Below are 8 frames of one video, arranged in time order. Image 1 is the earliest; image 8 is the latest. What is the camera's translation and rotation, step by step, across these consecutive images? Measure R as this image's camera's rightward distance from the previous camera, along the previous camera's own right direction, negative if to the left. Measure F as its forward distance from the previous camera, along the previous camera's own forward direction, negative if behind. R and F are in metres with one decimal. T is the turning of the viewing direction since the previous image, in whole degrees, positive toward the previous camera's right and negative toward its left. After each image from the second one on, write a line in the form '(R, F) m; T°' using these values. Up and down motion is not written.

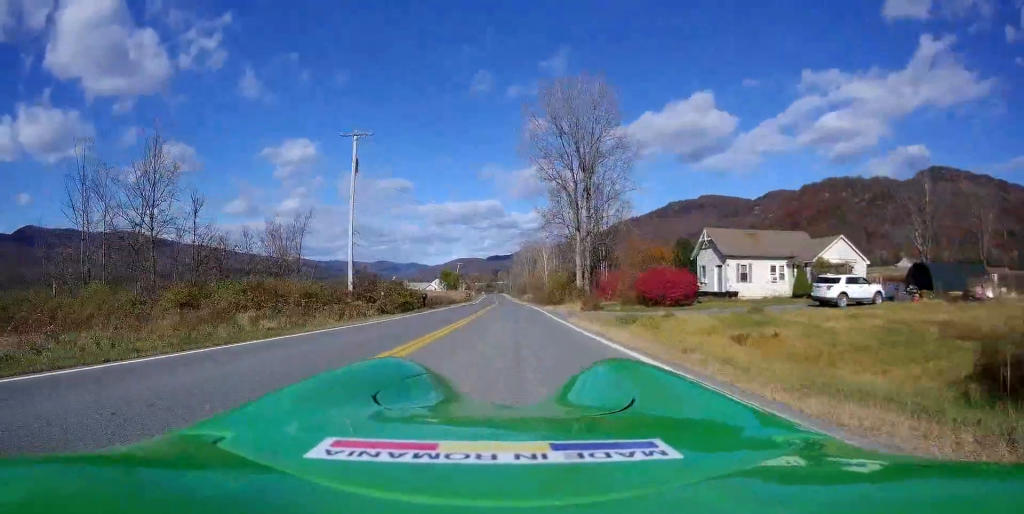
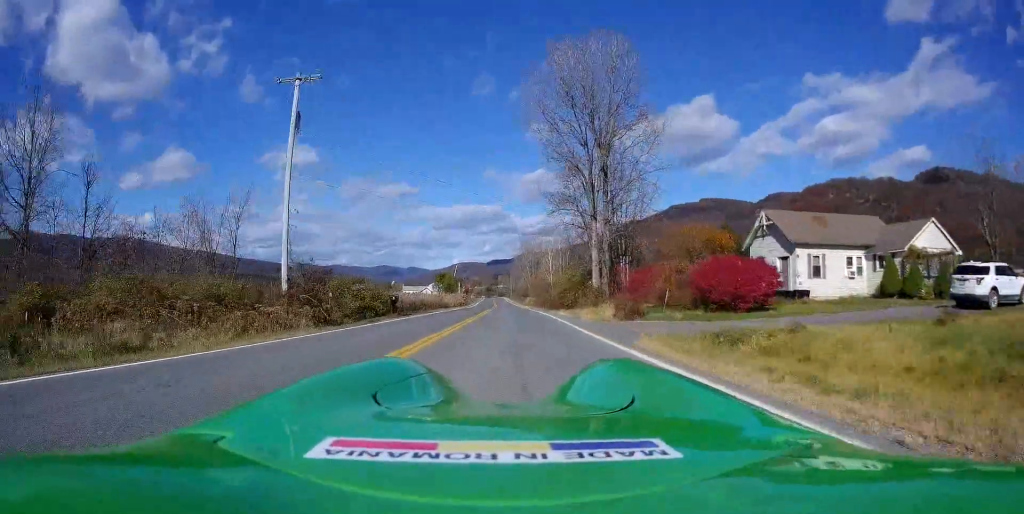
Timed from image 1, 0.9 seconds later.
(+0.2, +12.0) m; +1°
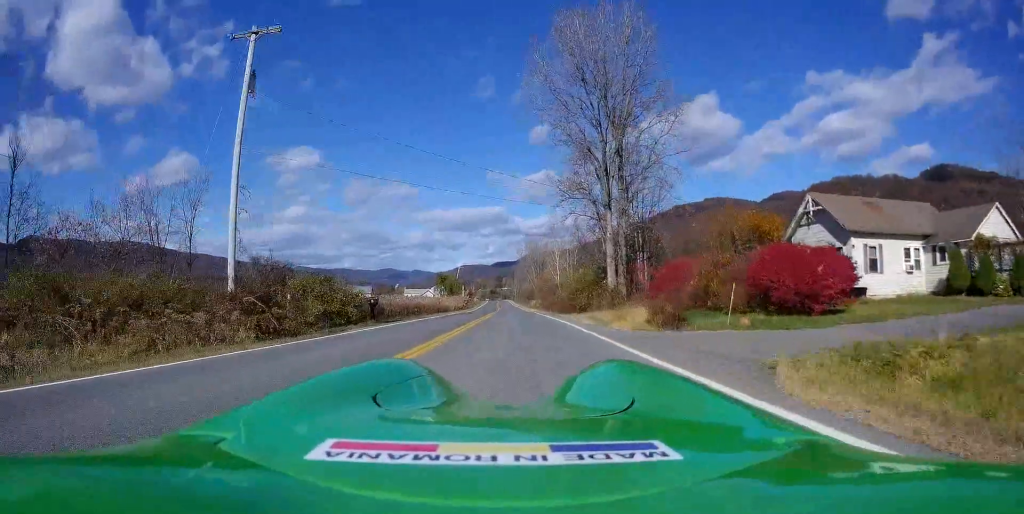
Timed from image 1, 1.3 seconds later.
(+0.2, +5.8) m; 0°
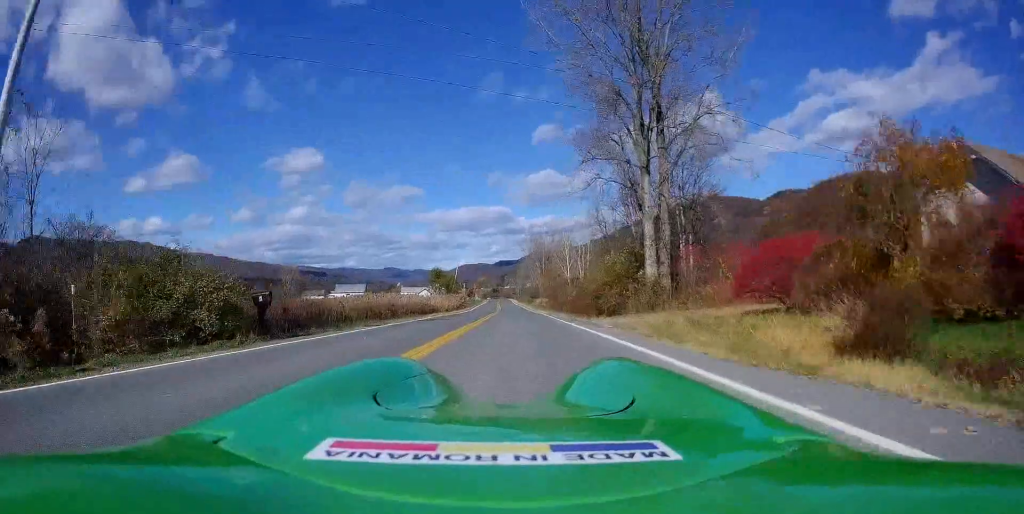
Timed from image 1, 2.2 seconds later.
(-0.3, +12.8) m; 0°
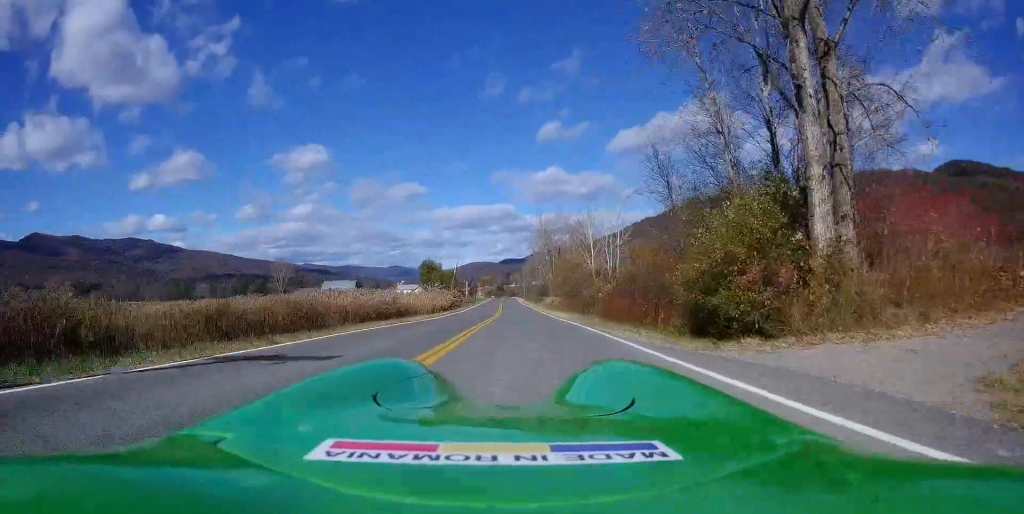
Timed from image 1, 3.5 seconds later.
(+0.2, +18.8) m; 0°
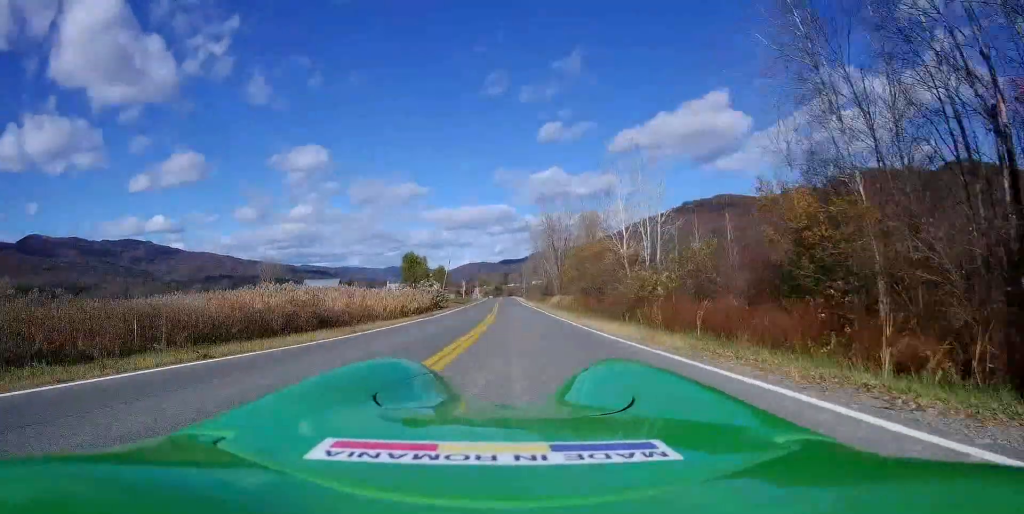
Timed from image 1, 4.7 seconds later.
(-0.4, +16.7) m; -1°
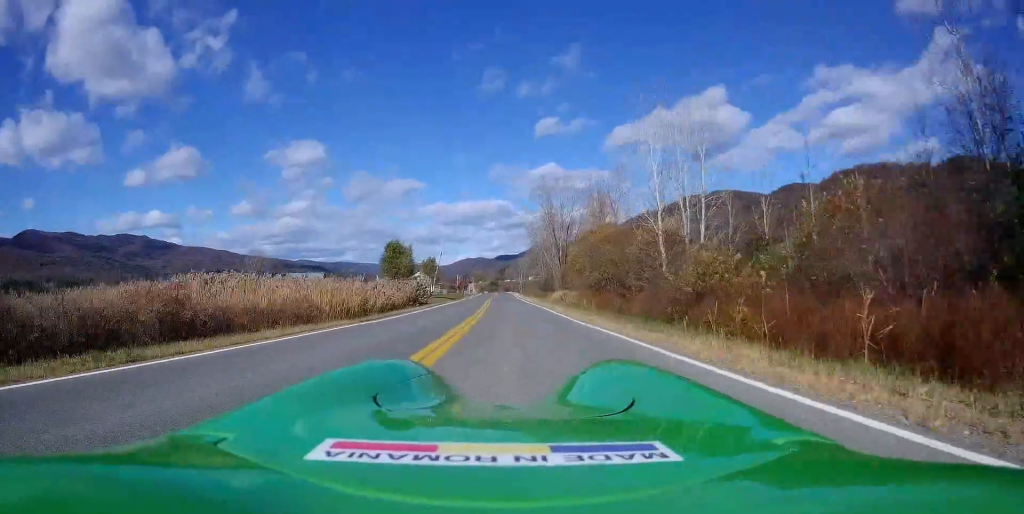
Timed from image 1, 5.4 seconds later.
(0.0, +10.3) m; 0°
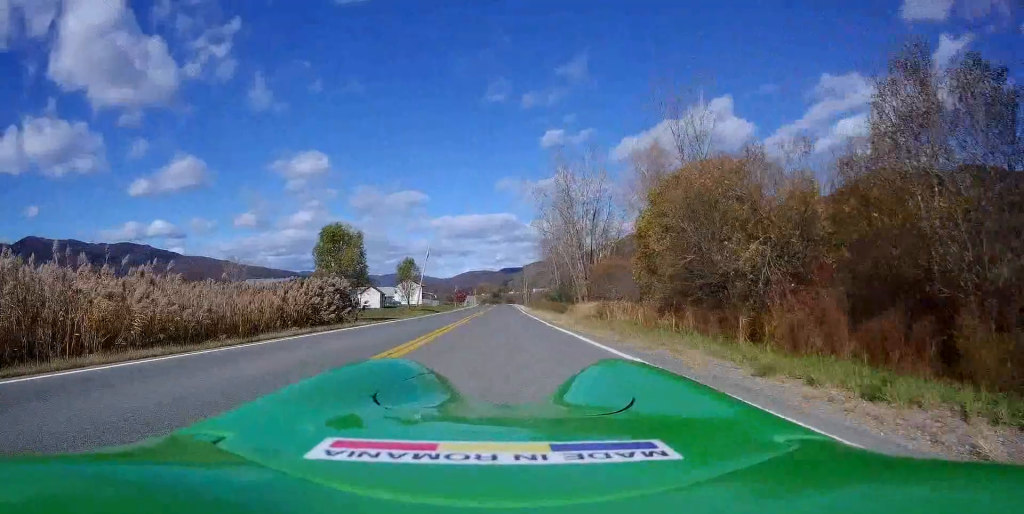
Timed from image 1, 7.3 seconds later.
(0.0, +27.4) m; +1°
